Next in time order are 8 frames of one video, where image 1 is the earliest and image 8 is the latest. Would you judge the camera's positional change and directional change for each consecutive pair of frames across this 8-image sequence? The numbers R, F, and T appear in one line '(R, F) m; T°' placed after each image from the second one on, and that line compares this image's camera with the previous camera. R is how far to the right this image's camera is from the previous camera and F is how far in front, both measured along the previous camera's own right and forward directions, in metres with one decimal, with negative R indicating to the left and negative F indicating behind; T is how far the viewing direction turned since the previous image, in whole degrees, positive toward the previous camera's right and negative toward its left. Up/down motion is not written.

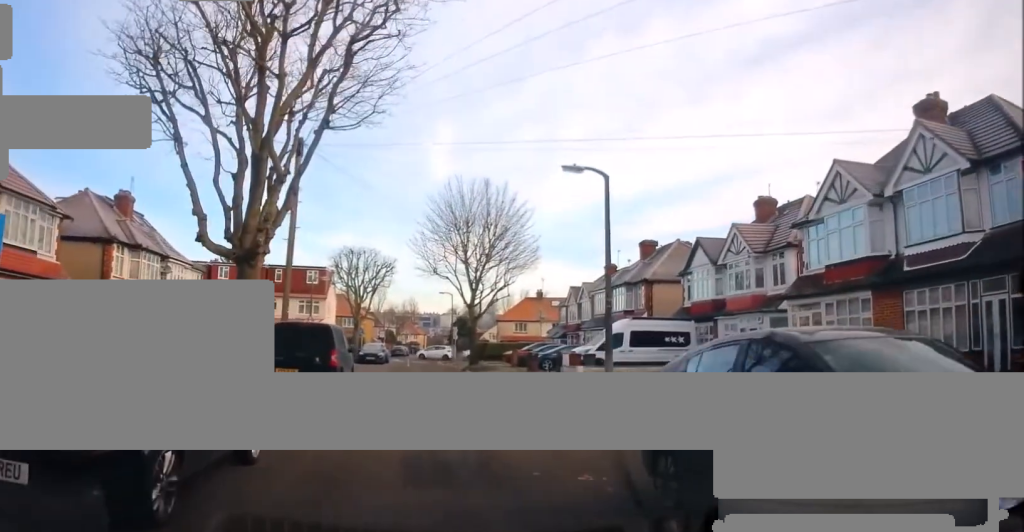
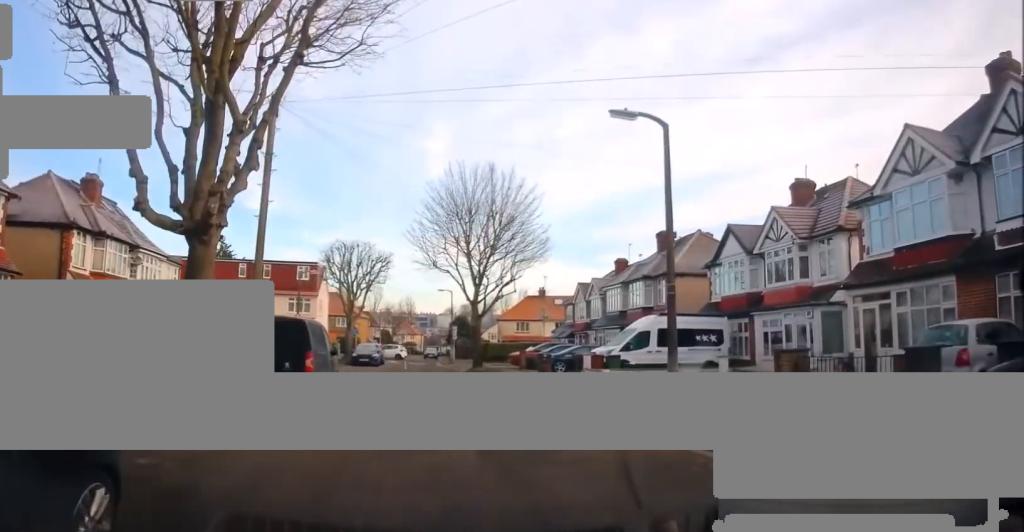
(+0.1, +3.7) m; -1°
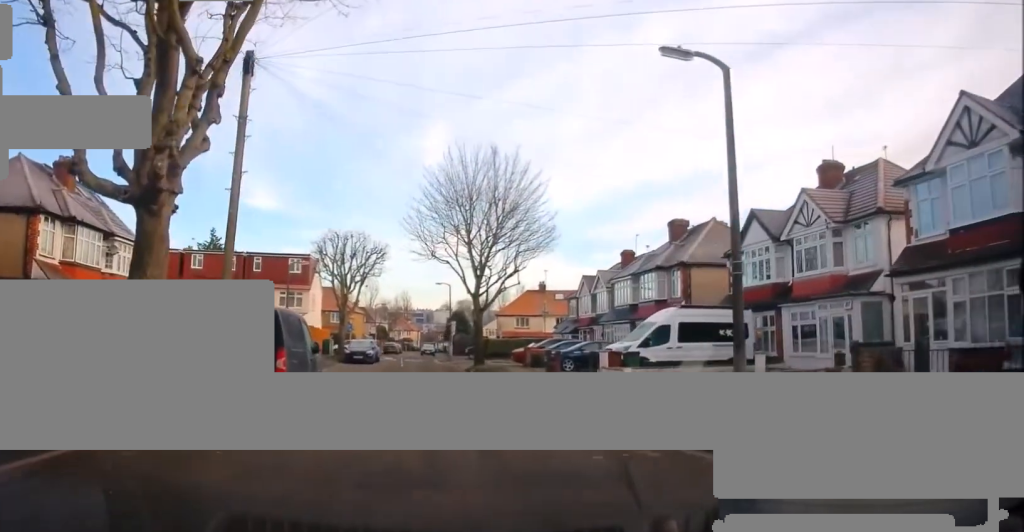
(-0.1, +2.5) m; -1°
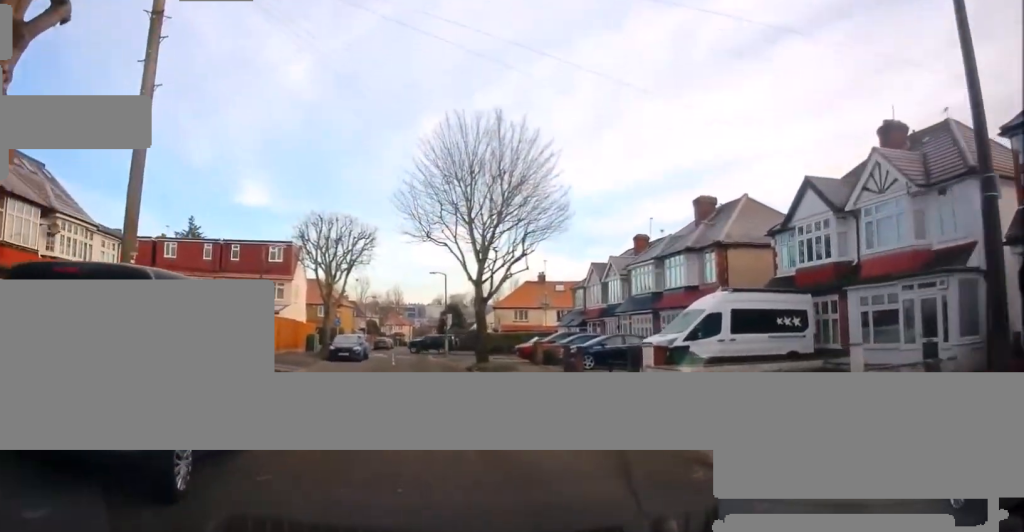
(-0.1, +4.7) m; 0°
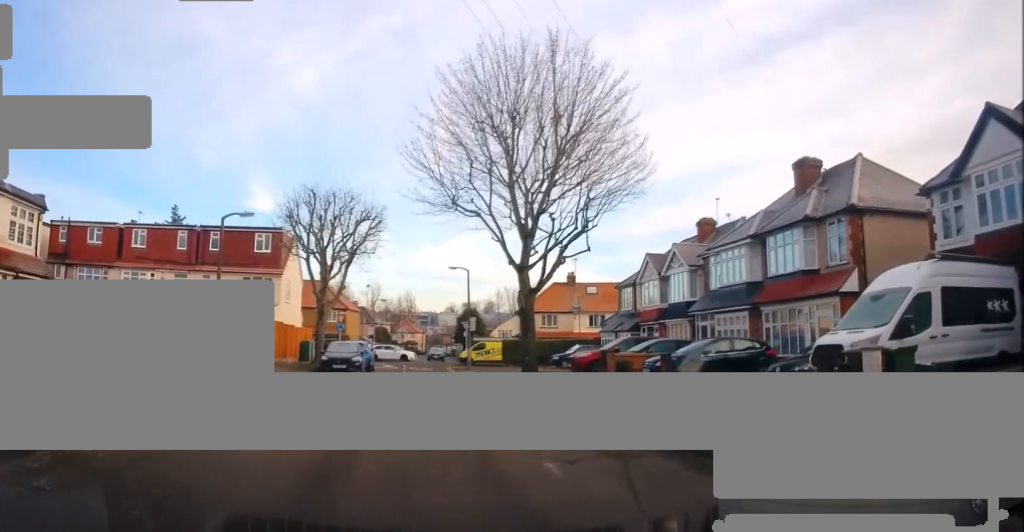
(+0.4, +8.4) m; +2°
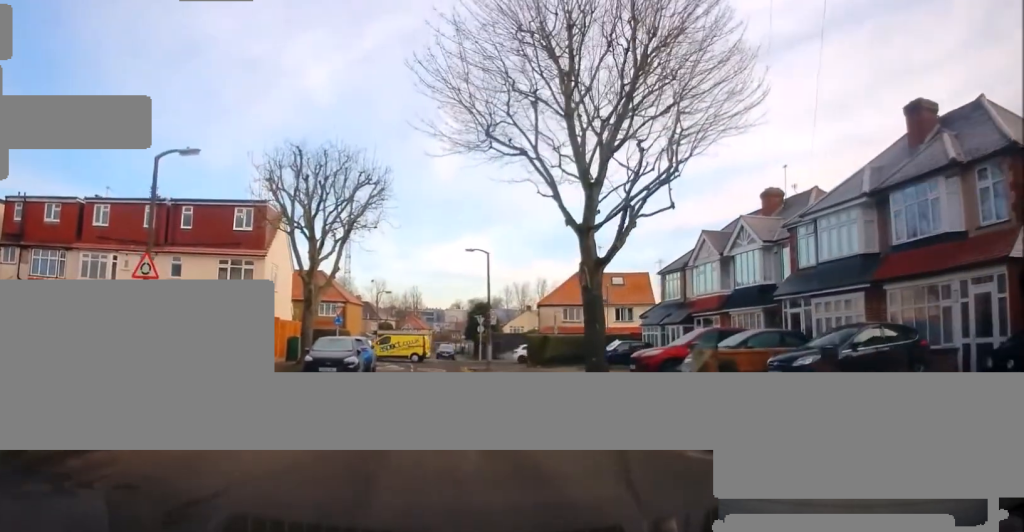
(-0.4, +6.4) m; -2°
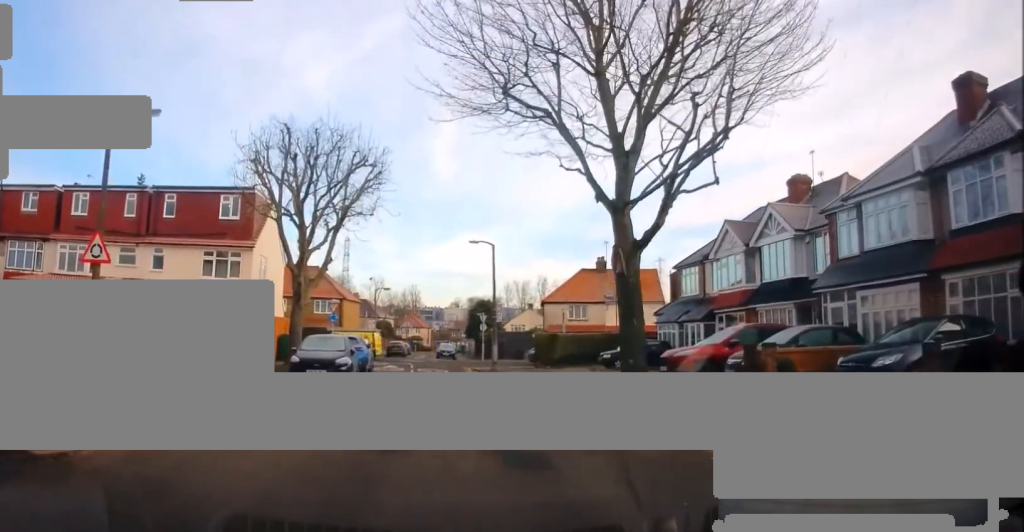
(0.0, +2.3) m; +2°
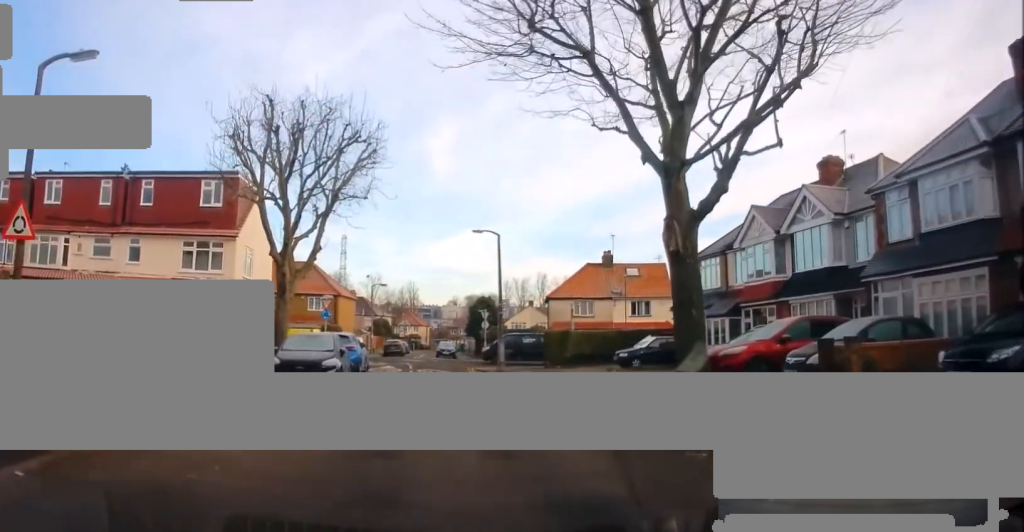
(+0.1, +2.6) m; +1°
